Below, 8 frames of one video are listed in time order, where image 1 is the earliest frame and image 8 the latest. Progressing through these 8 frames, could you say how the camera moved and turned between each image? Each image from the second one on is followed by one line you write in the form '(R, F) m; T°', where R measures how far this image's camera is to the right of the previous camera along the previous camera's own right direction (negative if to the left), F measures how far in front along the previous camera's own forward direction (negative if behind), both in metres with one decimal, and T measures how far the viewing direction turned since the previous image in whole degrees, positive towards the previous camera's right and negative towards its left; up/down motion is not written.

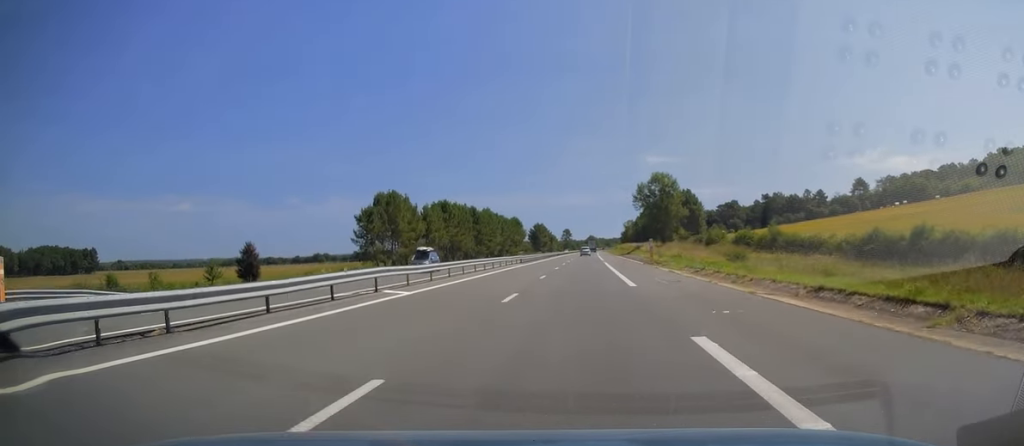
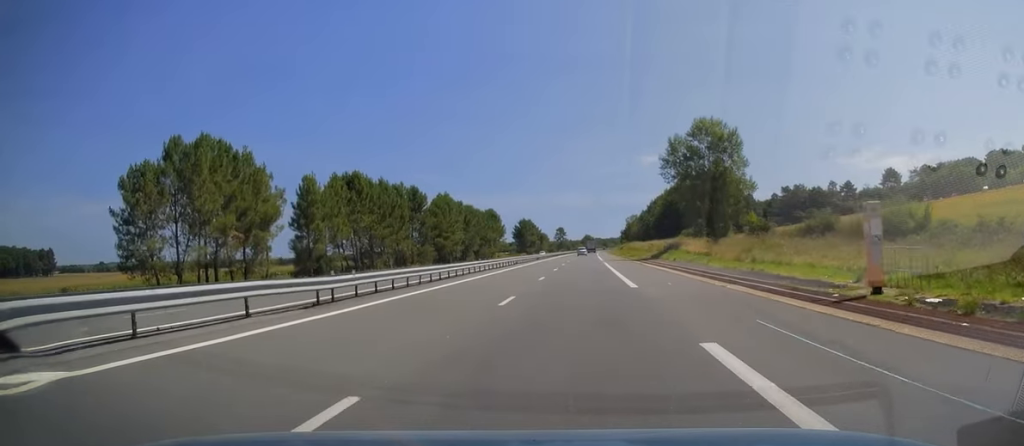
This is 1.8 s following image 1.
(+0.1, +52.8) m; 0°
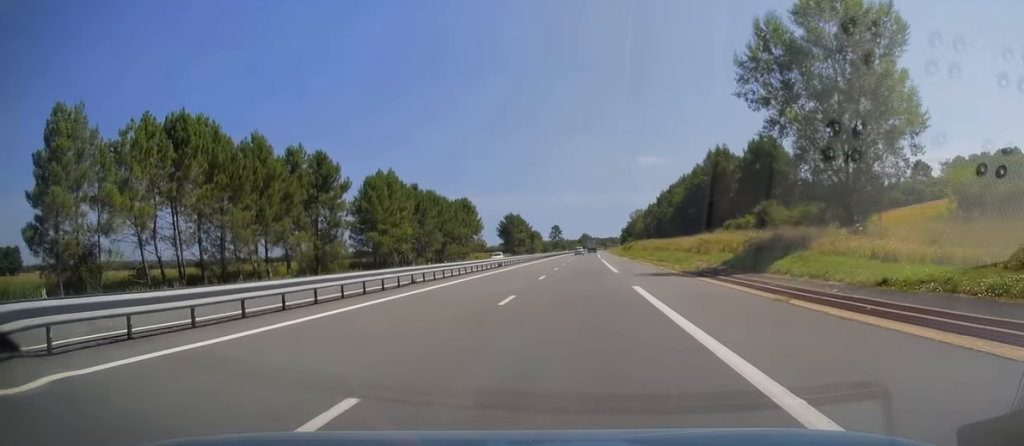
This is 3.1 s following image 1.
(0.0, +39.2) m; 0°
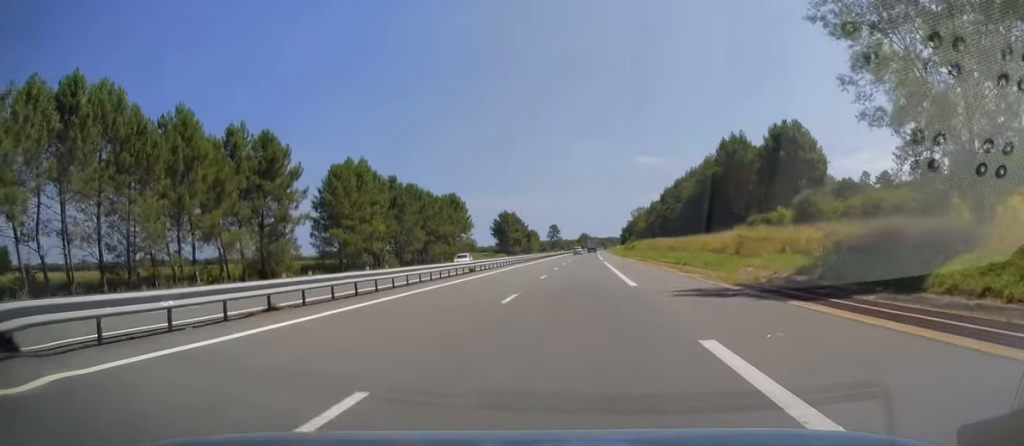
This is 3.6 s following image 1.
(0.0, +12.8) m; 0°
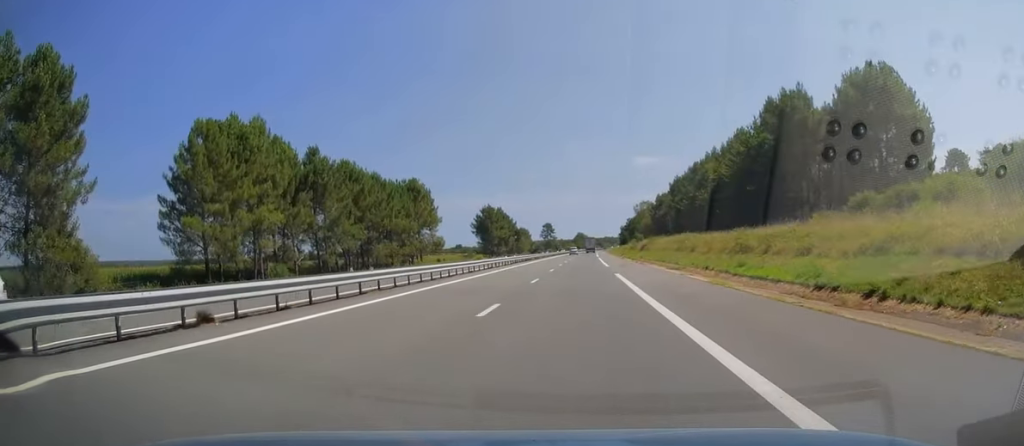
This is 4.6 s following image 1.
(0.0, +29.5) m; 0°
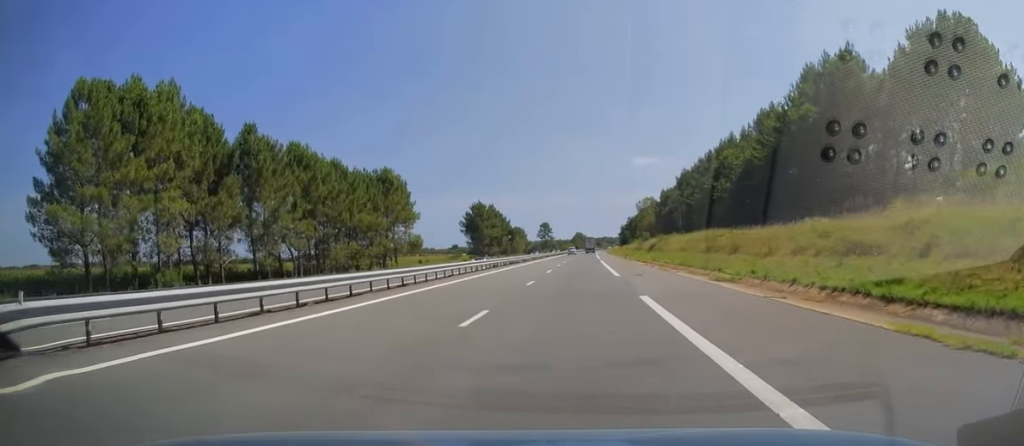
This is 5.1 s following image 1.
(0.0, +14.8) m; 0°
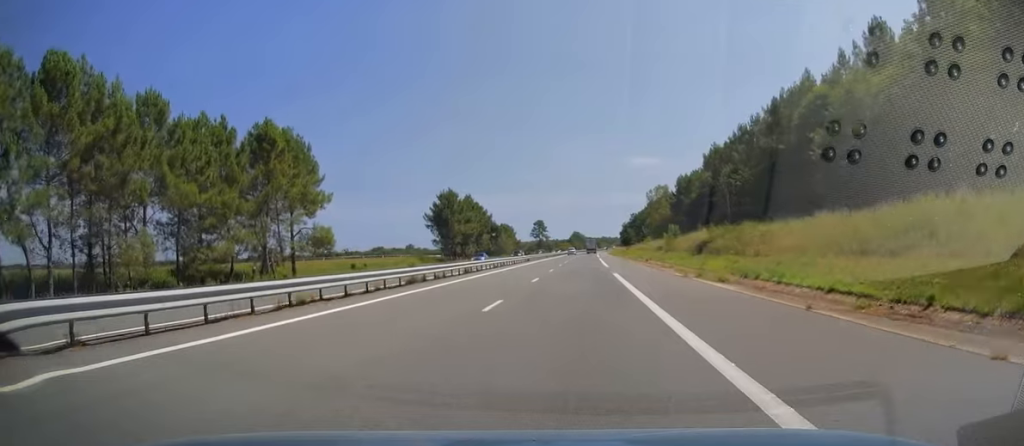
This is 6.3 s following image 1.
(+0.2, +36.4) m; +1°
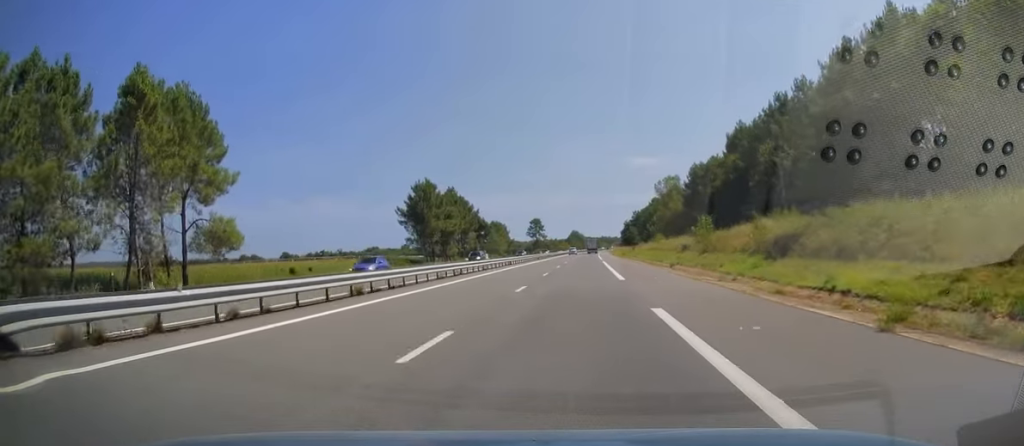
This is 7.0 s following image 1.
(+0.1, +19.6) m; 0°
